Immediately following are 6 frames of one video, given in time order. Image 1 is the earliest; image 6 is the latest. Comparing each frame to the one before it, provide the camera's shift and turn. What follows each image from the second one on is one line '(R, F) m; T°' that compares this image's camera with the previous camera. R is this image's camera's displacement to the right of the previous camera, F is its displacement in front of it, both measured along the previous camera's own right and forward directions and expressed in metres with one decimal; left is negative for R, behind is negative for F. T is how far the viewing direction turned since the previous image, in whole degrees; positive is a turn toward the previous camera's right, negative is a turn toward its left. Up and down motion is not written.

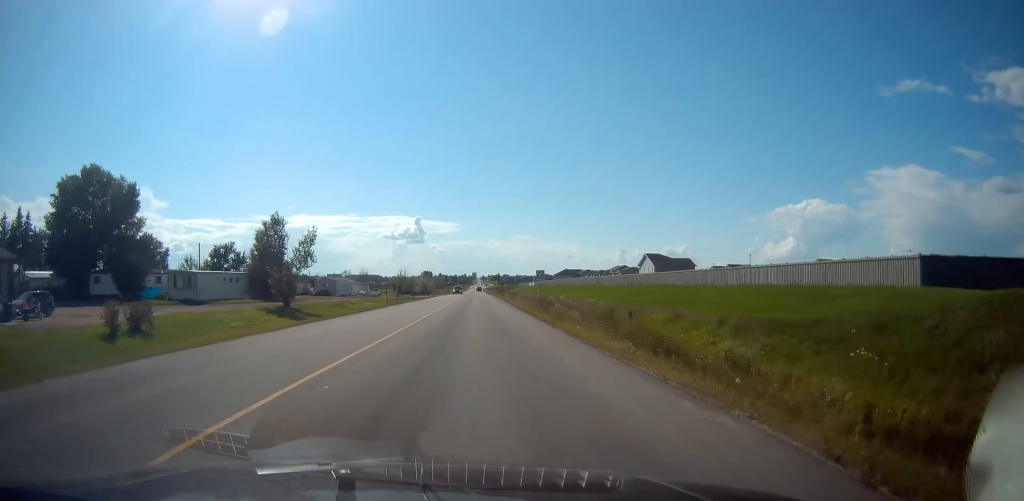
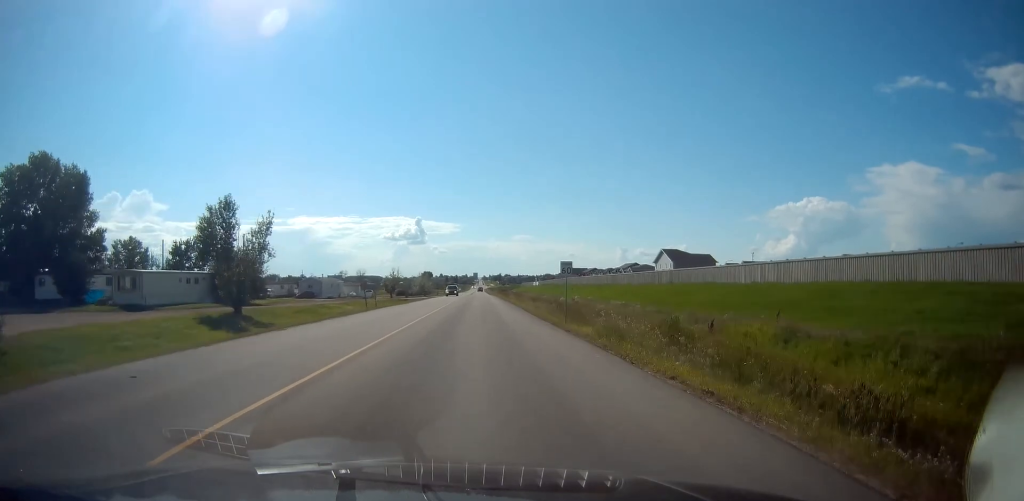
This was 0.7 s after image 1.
(0.0, +12.1) m; 0°
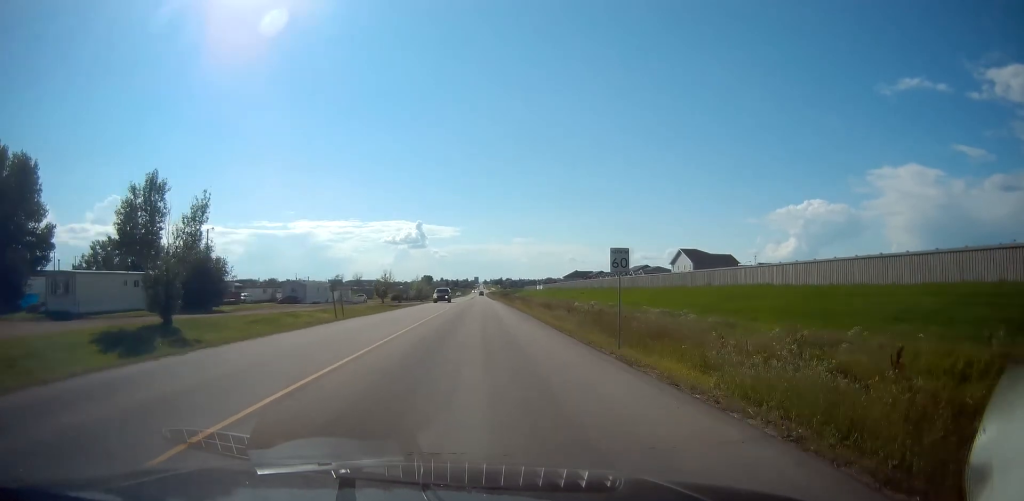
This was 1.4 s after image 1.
(0.0, +11.0) m; 0°
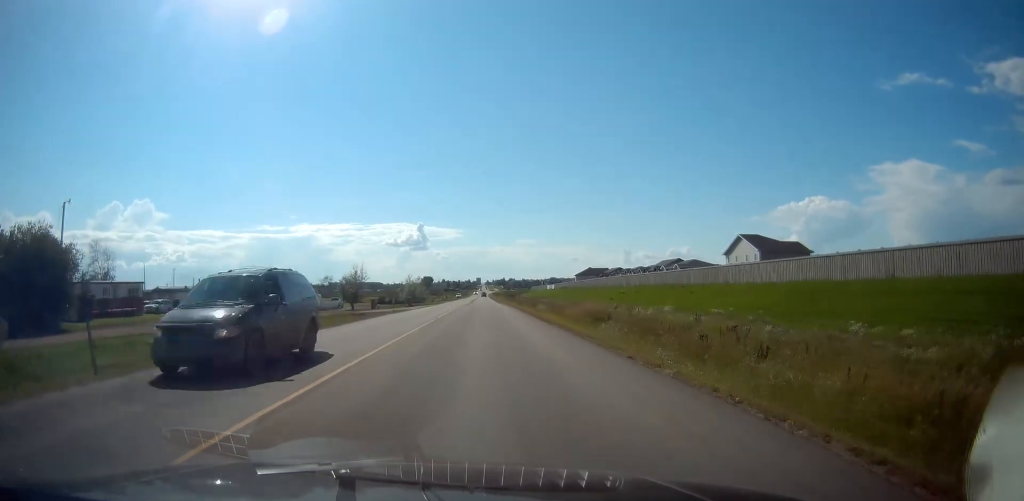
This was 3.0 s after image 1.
(0.0, +26.5) m; 0°
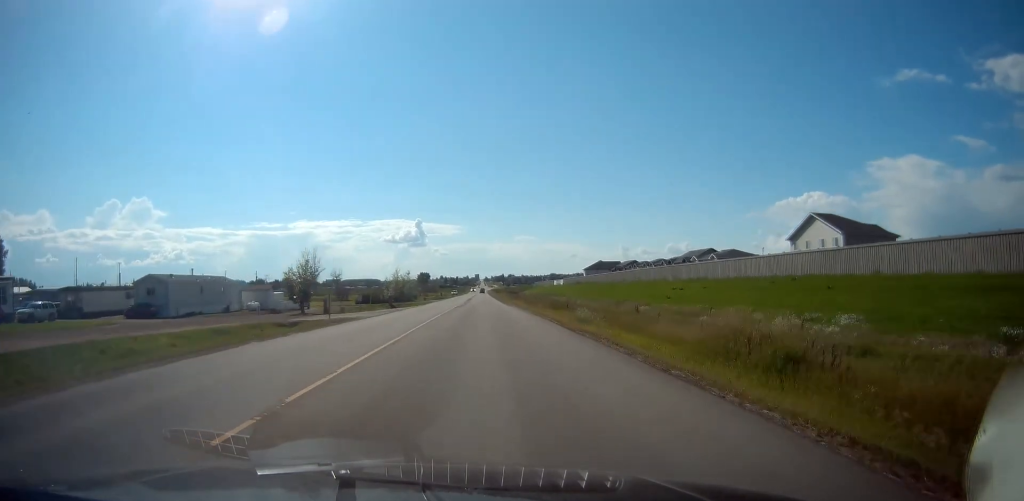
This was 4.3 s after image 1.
(0.0, +21.7) m; 0°
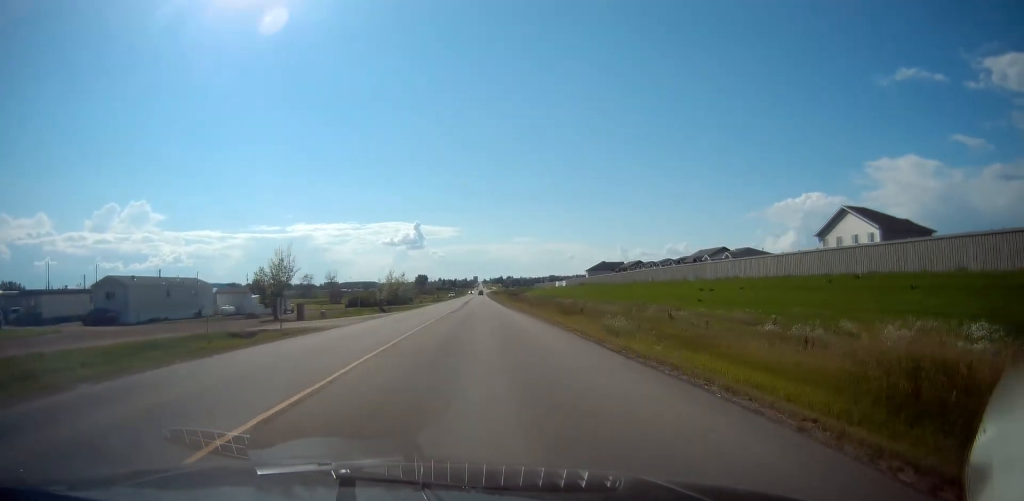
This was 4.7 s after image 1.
(0.0, +7.3) m; 0°
